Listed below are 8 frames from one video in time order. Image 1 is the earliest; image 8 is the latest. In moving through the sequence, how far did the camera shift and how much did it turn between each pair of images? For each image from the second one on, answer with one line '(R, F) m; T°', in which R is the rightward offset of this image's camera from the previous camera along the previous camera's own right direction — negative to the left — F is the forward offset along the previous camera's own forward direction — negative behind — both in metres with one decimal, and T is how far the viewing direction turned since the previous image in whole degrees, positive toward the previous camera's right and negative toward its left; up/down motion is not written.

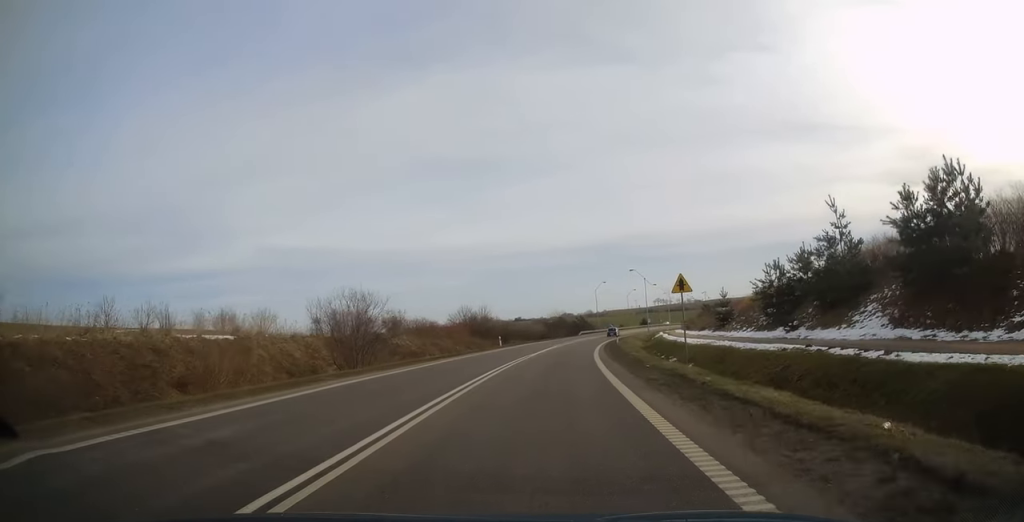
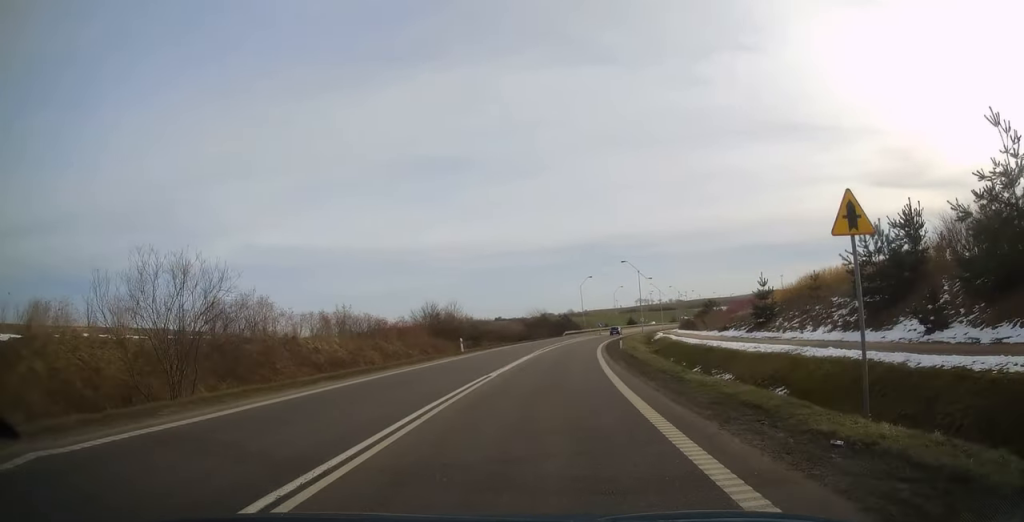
(+0.3, +14.5) m; +2°
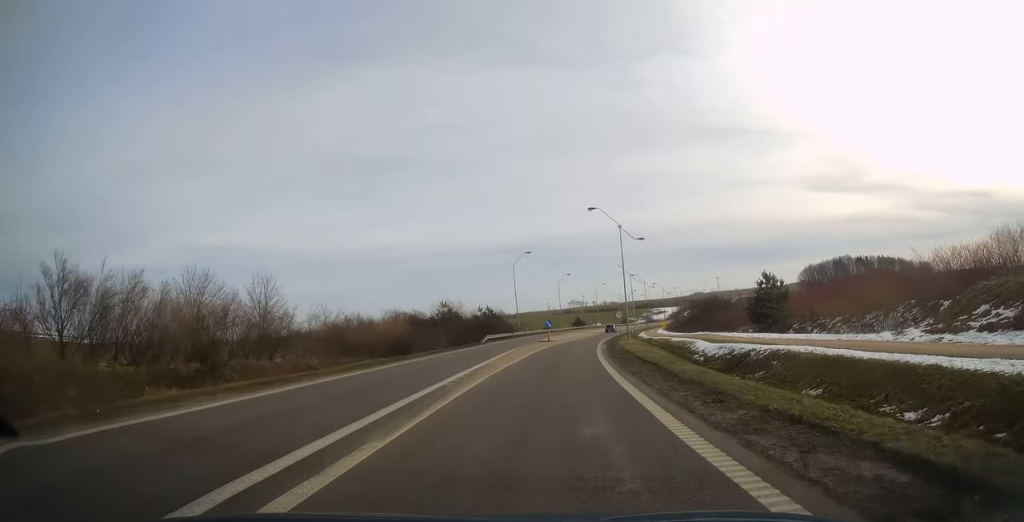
(+2.2, +45.3) m; +6°
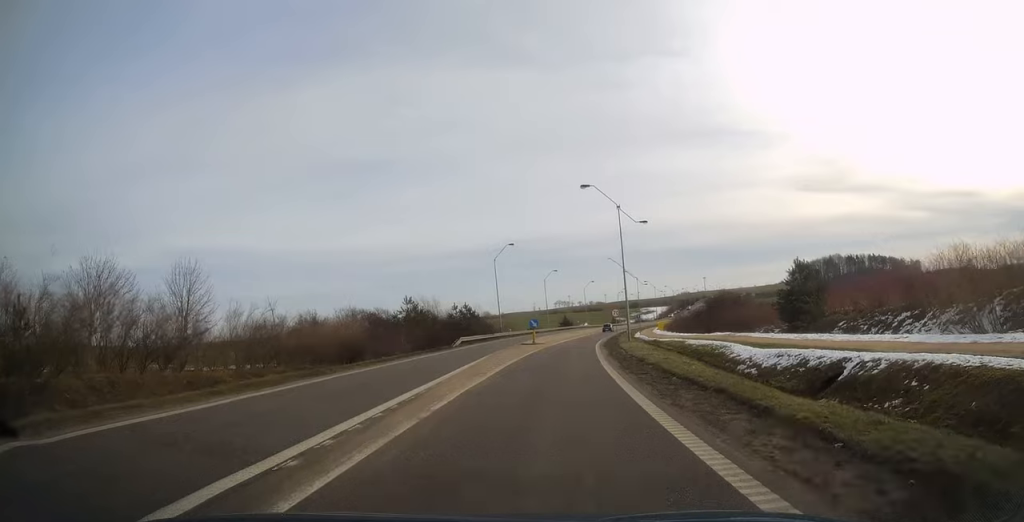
(0.0, +9.0) m; +2°
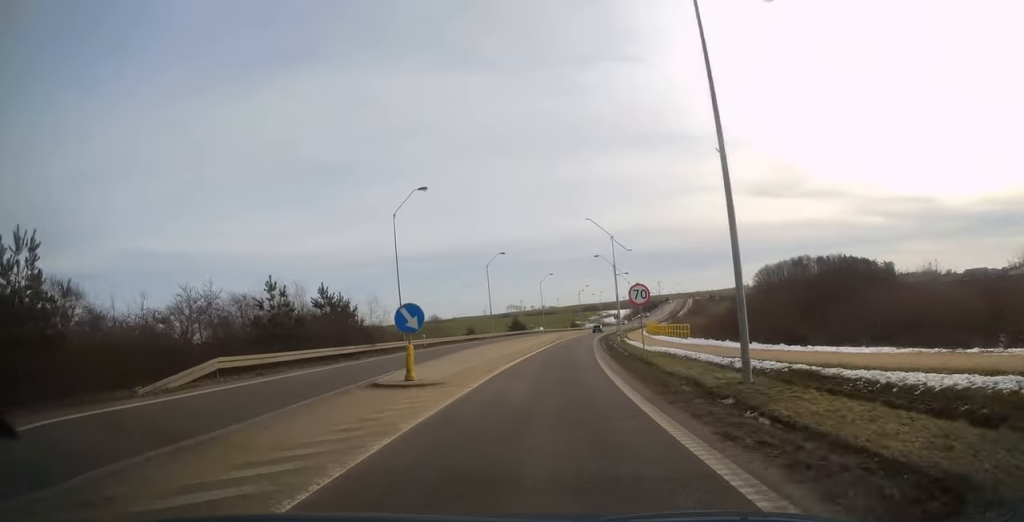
(+1.4, +33.7) m; +4°
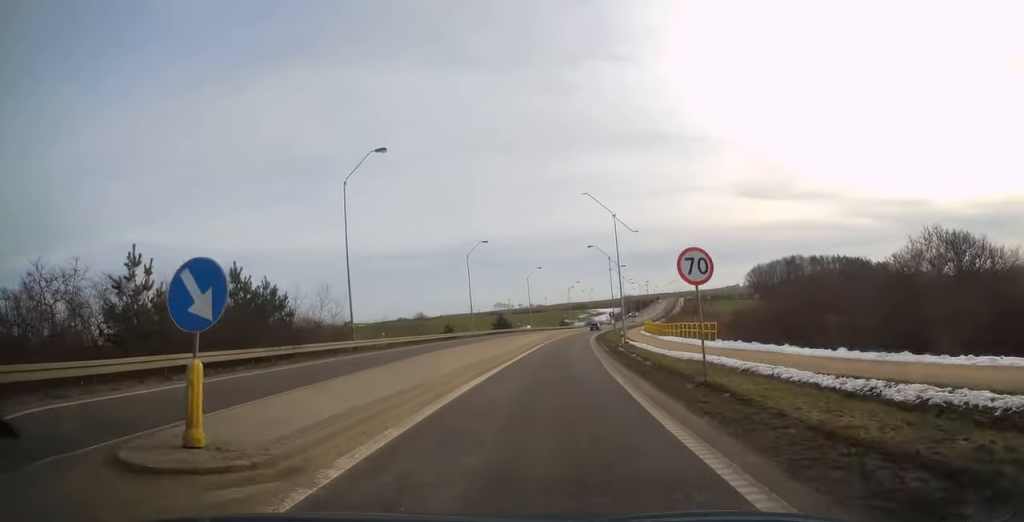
(-0.1, +9.7) m; +1°
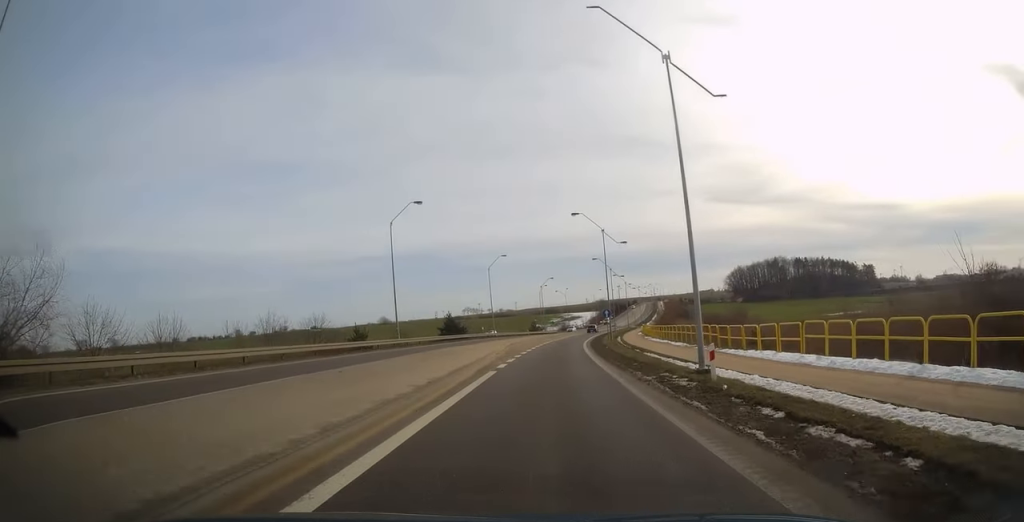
(+1.1, +26.8) m; +3°
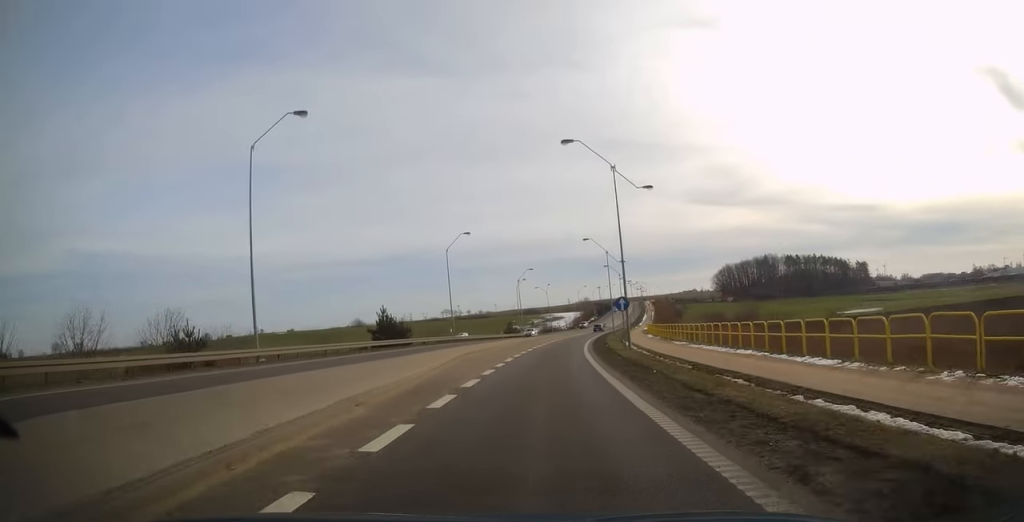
(+0.3, +22.8) m; +2°
